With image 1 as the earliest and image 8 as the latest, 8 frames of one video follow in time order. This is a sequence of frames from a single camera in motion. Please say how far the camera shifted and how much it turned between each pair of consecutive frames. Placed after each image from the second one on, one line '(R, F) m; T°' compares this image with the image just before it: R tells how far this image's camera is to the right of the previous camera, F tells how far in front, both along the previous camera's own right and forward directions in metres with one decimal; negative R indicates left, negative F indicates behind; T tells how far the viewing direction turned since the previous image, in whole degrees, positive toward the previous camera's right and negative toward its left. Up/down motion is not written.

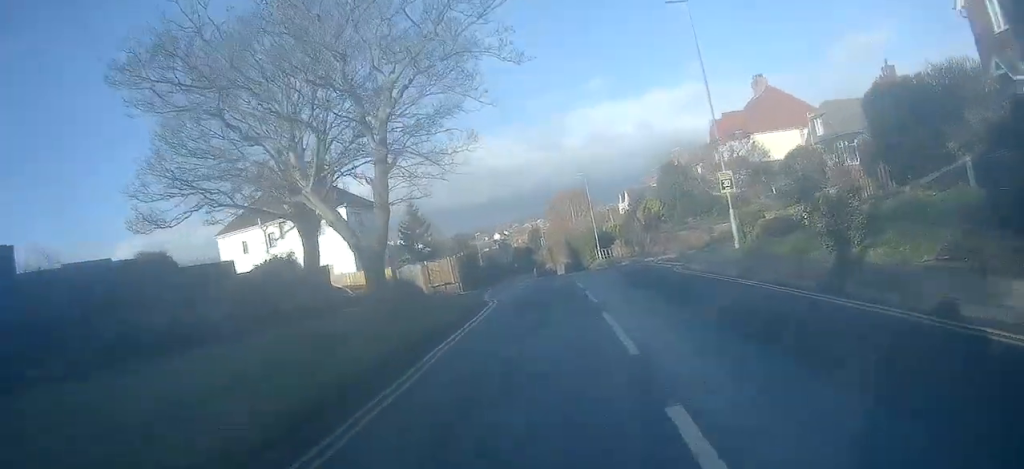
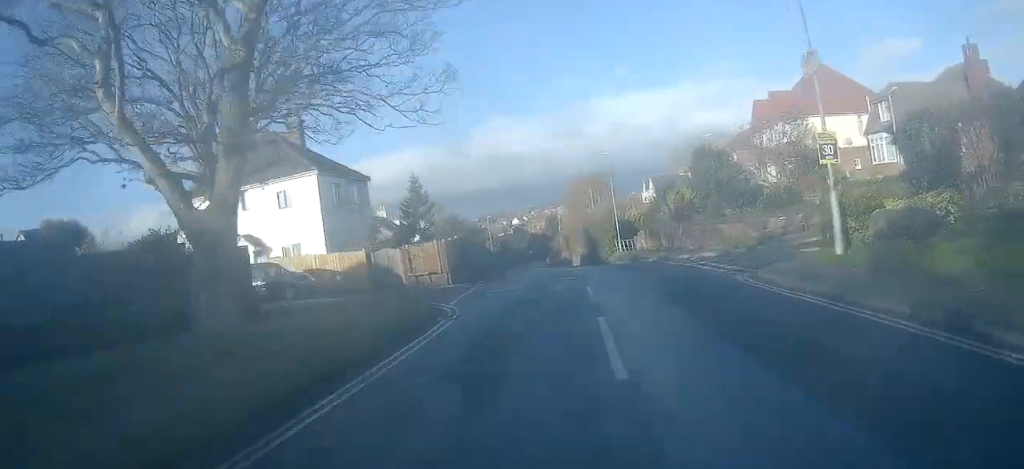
(0.0, +6.4) m; -1°
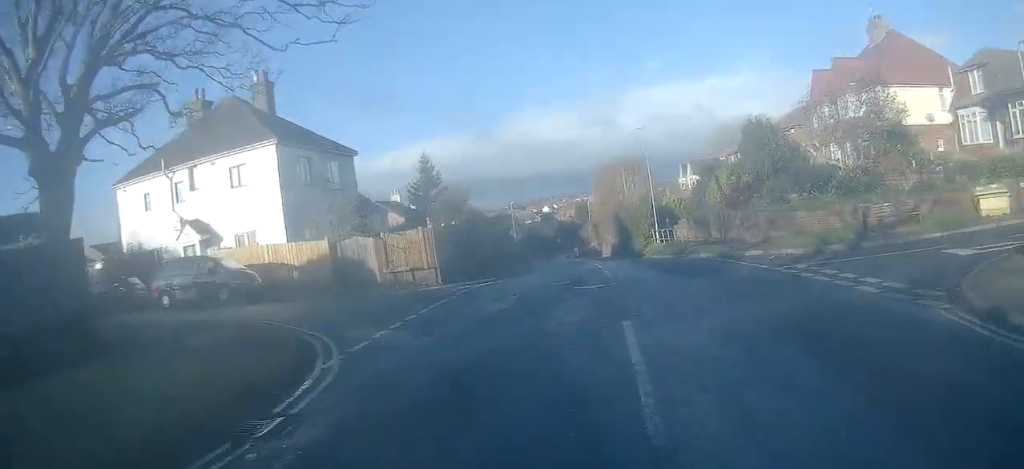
(-0.1, +6.7) m; -6°
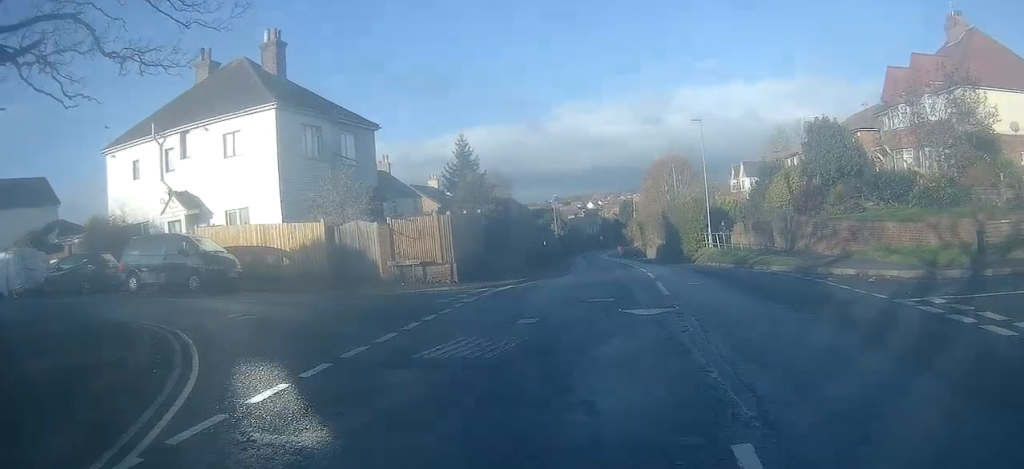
(0.0, +3.9) m; -8°
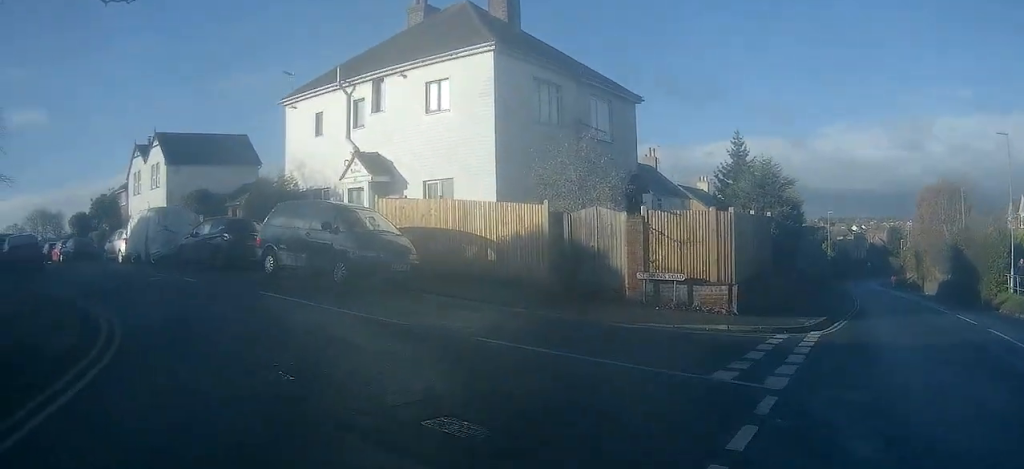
(-1.6, +6.0) m; -28°
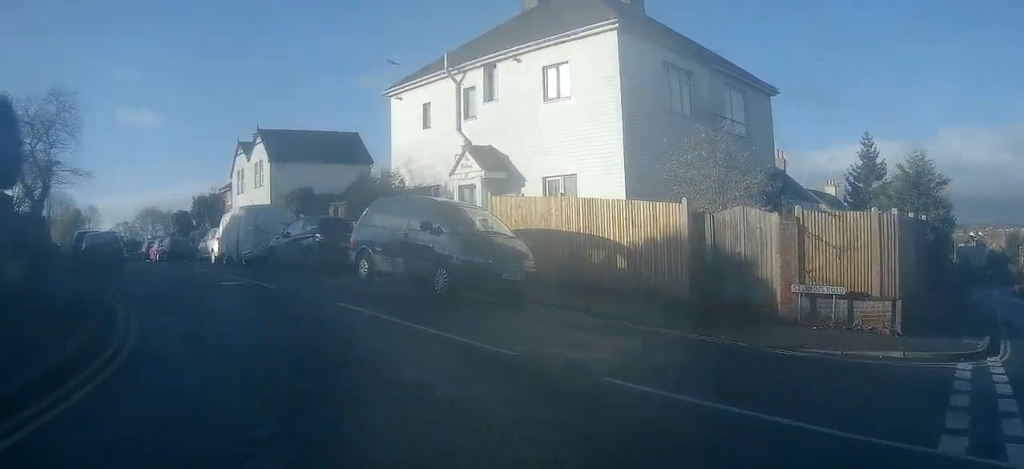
(0.0, +1.8) m; -9°
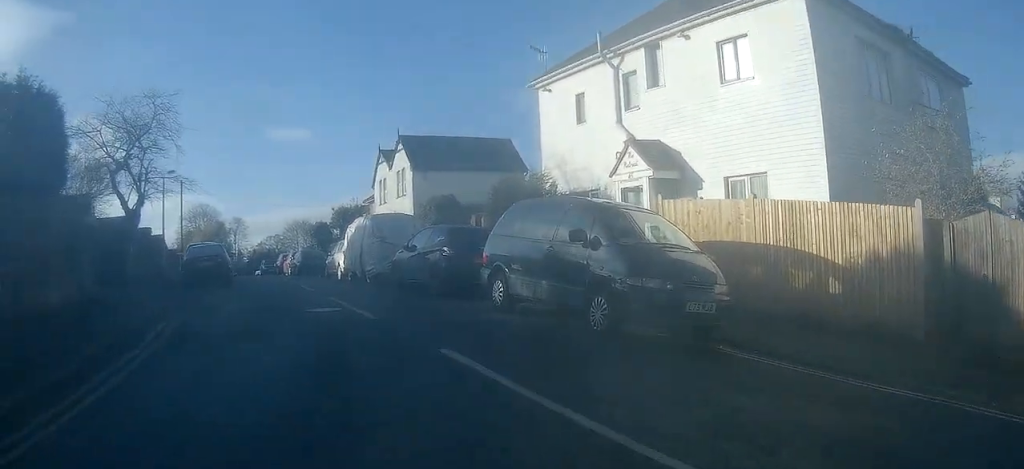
(-0.5, +2.8) m; -15°
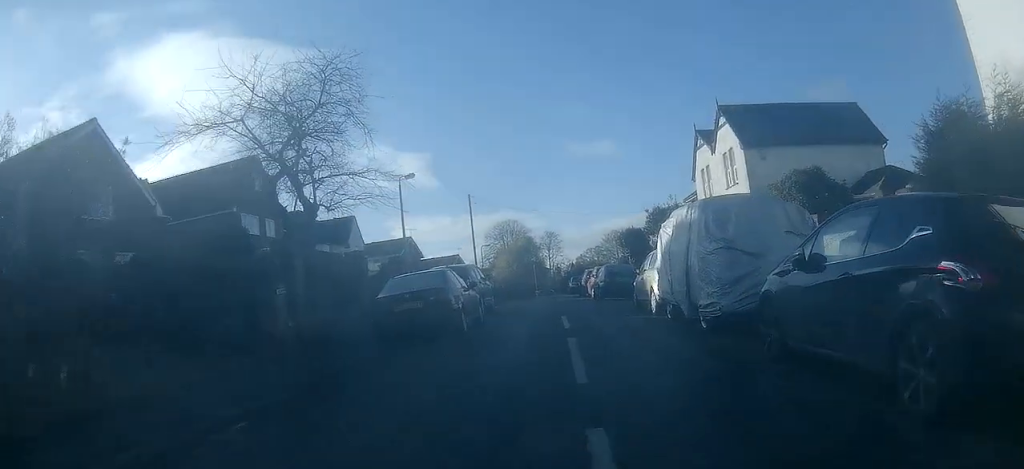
(-2.1, +8.6) m; -20°
